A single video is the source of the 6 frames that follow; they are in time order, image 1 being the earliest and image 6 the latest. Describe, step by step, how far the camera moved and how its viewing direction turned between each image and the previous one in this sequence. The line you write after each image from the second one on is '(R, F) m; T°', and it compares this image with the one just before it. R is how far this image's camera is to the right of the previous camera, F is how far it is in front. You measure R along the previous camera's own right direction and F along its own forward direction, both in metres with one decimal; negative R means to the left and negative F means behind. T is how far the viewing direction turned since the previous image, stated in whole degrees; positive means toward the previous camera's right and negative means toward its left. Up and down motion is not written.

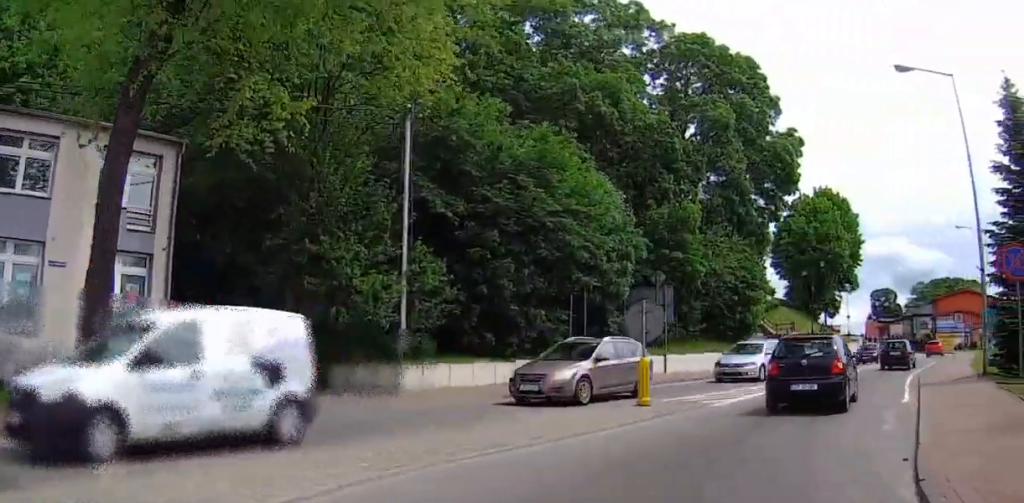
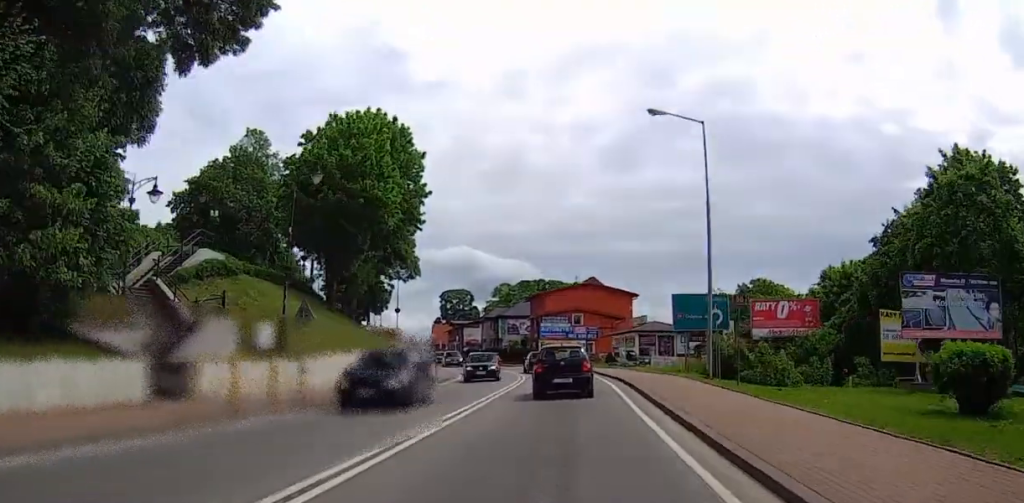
(+6.4, +30.7) m; +16°
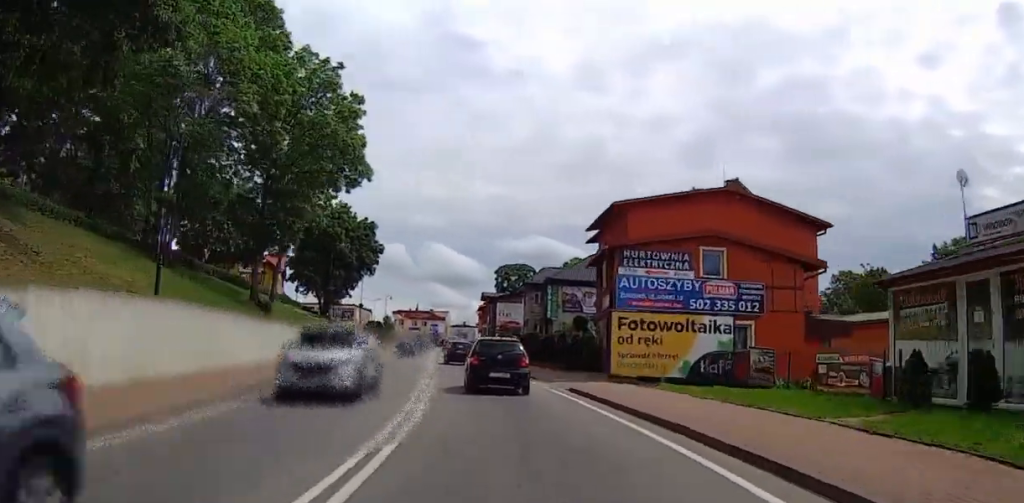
(-1.0, +41.5) m; -5°
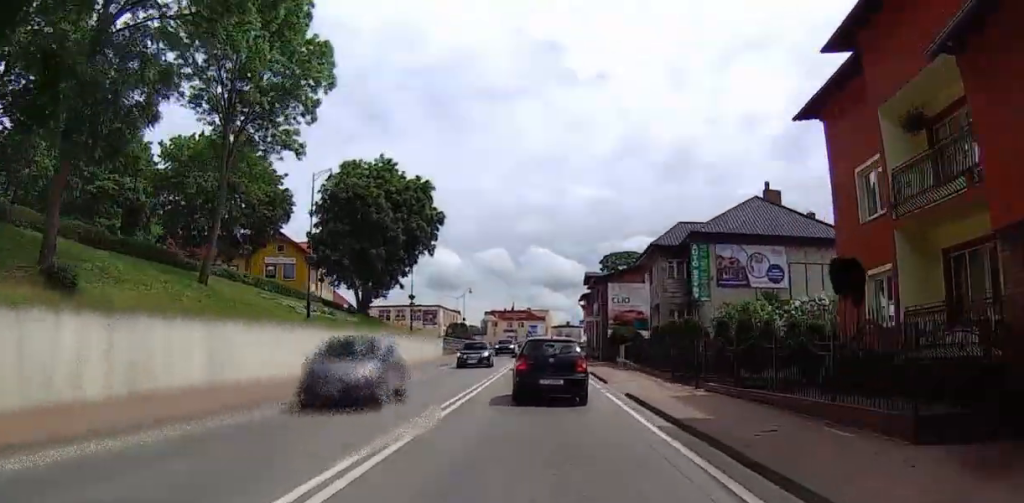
(-0.7, +24.2) m; -5°
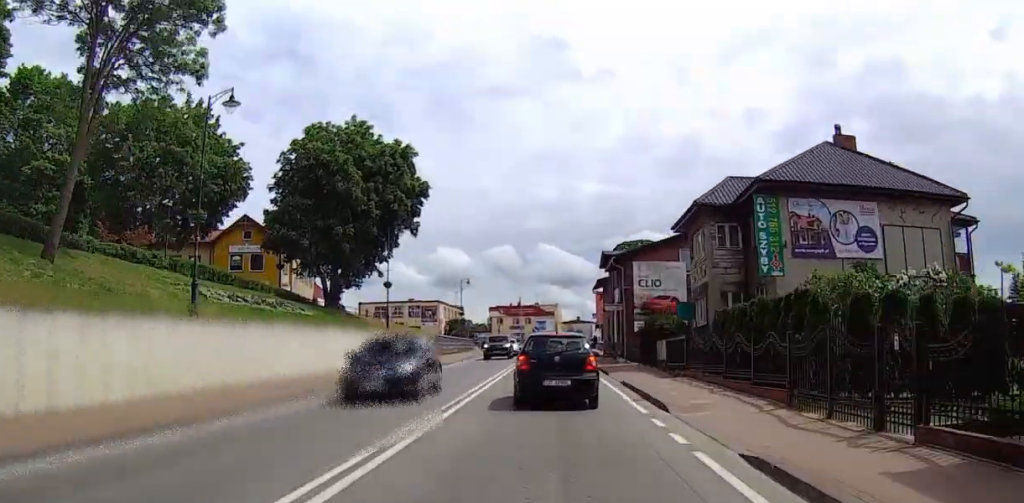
(-0.5, +11.1) m; -3°
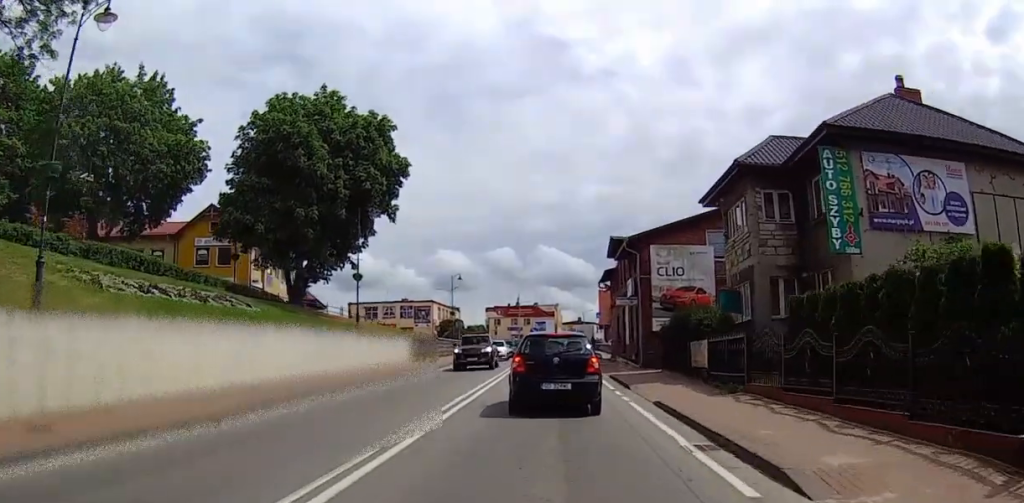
(0.0, +6.7) m; -1°
